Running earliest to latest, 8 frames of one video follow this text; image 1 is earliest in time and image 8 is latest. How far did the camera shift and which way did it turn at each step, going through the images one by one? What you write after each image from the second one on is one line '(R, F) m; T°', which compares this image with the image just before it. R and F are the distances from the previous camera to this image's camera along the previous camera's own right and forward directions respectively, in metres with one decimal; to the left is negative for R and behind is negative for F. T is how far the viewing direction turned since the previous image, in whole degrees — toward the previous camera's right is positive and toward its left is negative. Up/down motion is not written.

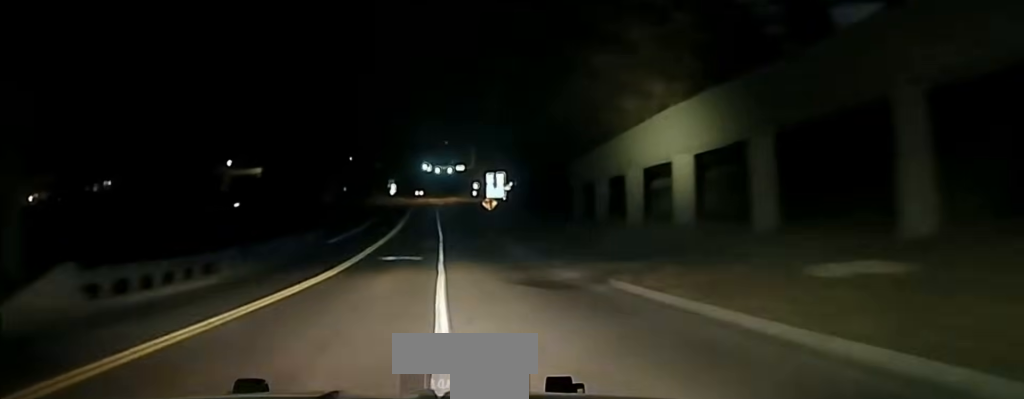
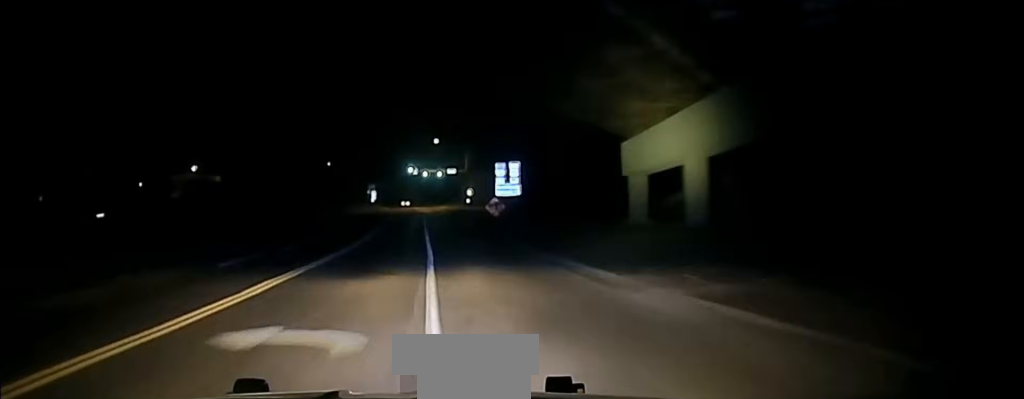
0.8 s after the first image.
(+0.1, +22.8) m; +1°
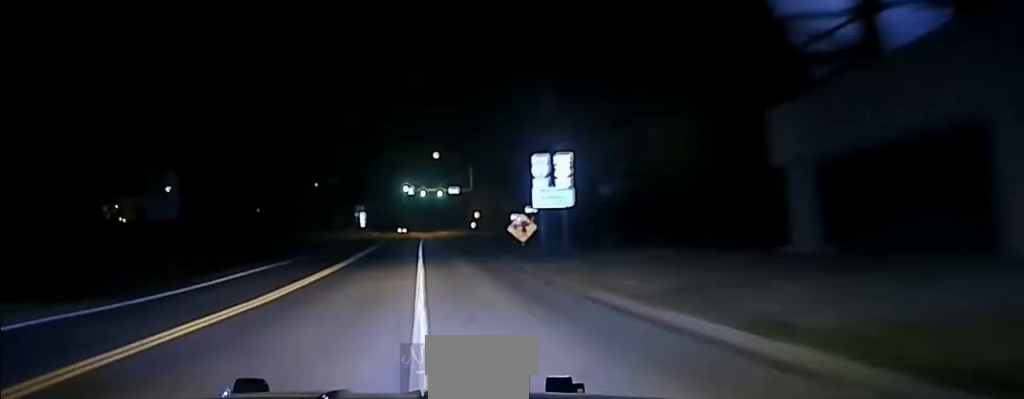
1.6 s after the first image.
(+0.1, +19.0) m; +1°
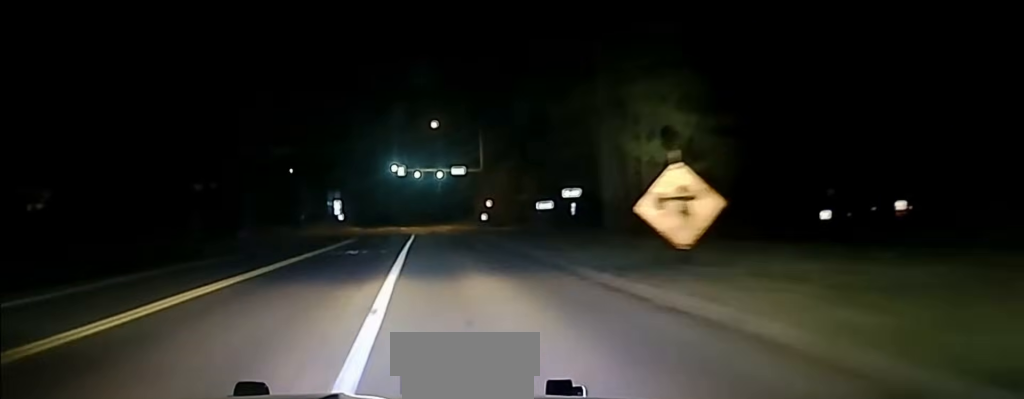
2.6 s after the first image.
(+0.4, +25.1) m; +3°
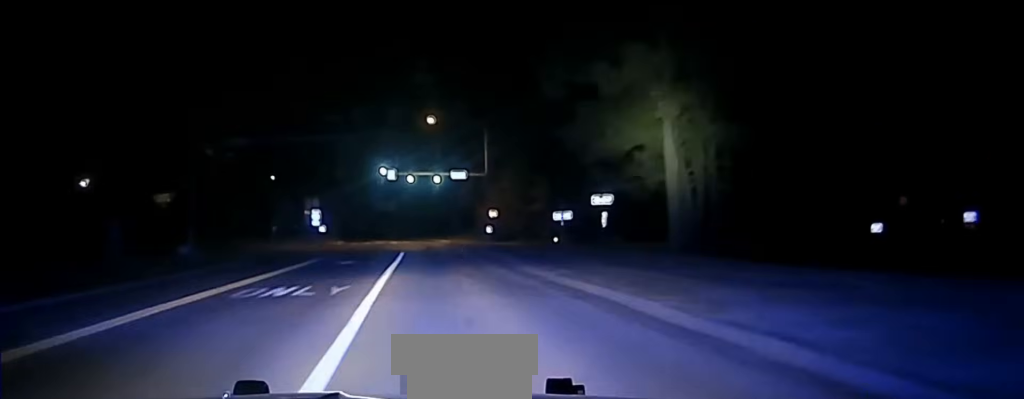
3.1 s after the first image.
(+0.2, +13.6) m; +2°
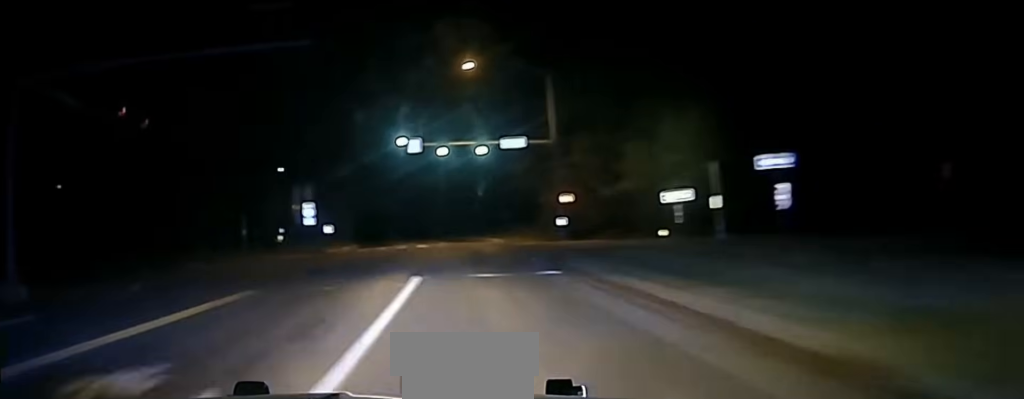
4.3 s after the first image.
(+1.1, +27.1) m; +1°
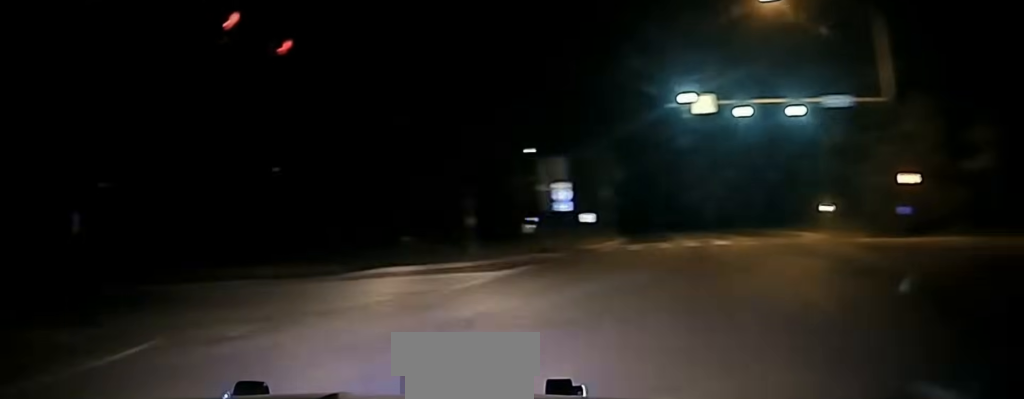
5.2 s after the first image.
(-0.7, +17.3) m; -16°
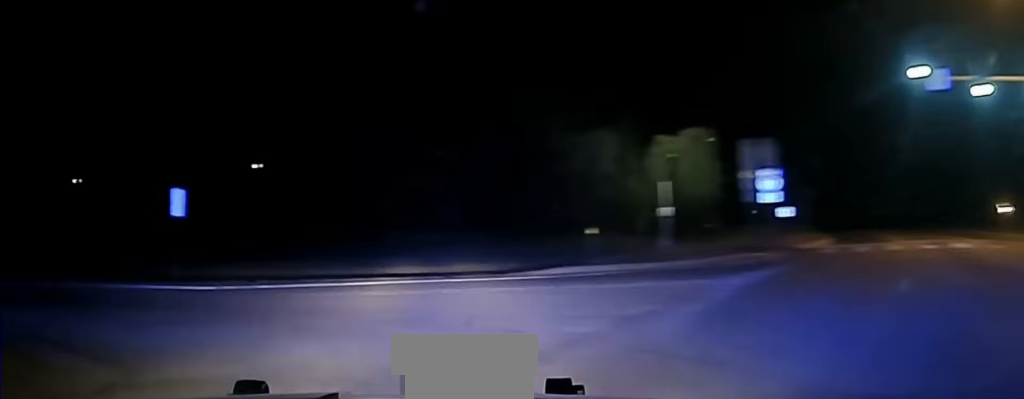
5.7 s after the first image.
(-2.0, +6.9) m; -18°
